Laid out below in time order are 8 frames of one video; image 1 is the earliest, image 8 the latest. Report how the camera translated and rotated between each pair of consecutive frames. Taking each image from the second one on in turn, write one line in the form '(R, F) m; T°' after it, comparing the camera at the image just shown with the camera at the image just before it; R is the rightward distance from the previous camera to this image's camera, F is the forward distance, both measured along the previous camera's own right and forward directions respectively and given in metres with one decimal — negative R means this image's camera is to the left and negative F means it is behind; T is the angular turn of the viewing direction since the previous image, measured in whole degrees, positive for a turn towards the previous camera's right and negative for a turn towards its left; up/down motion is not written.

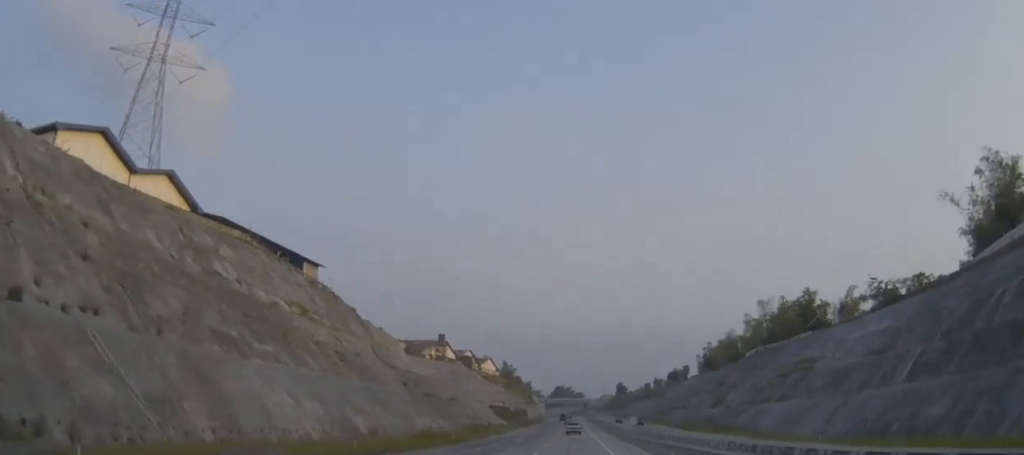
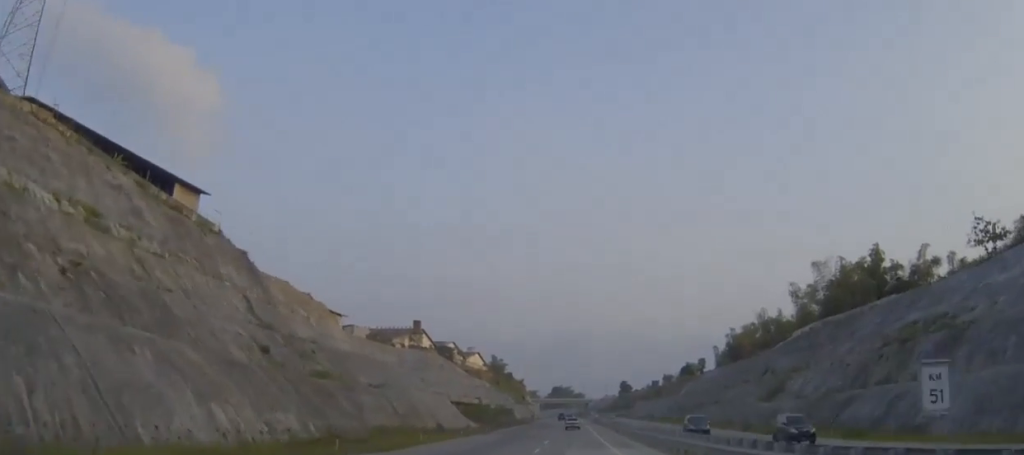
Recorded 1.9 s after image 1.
(0.0, +52.9) m; 0°
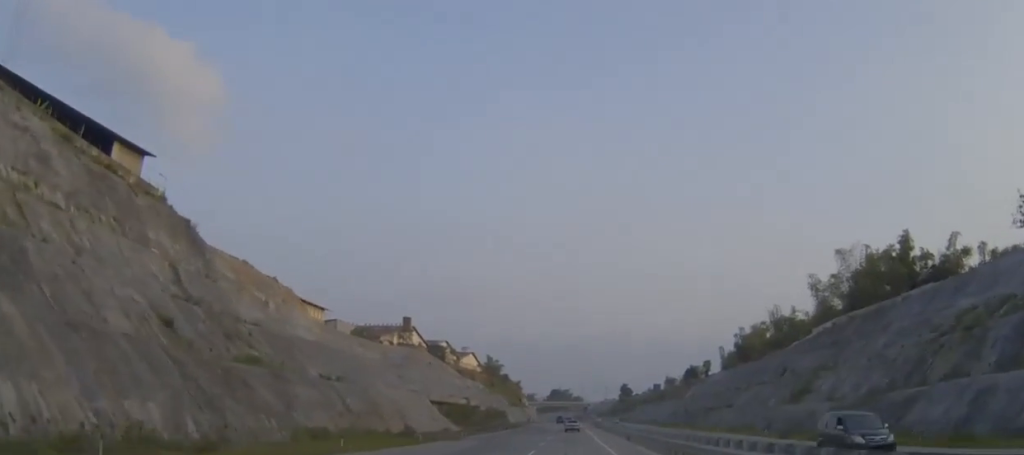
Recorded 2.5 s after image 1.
(+0.1, +16.2) m; 0°
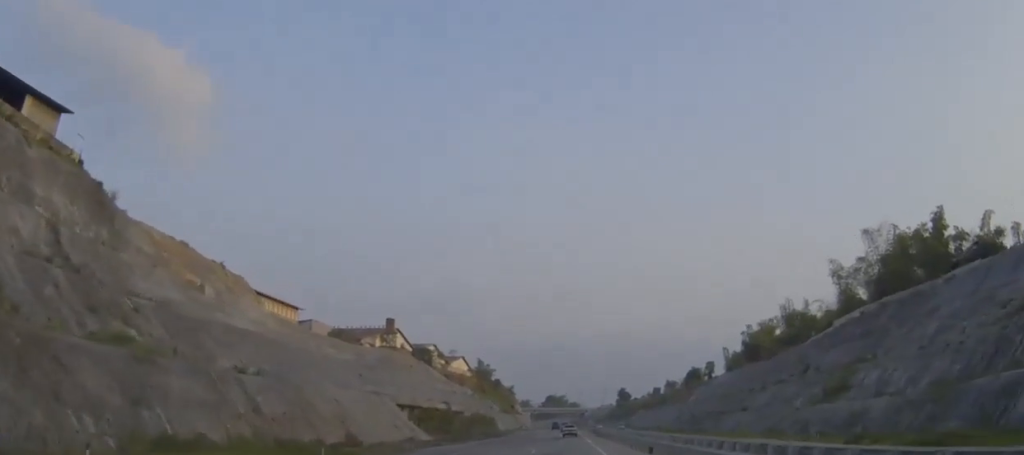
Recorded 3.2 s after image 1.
(+0.1, +18.1) m; 0°
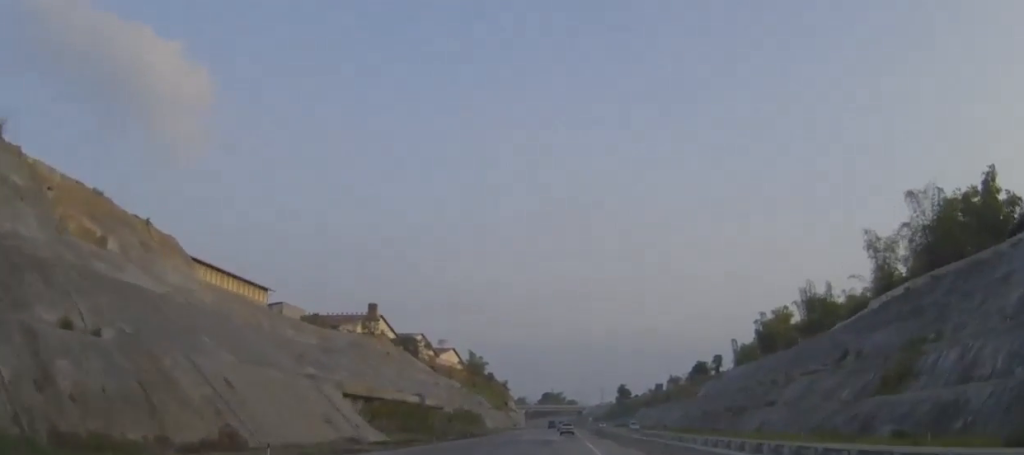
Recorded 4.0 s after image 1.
(0.0, +20.8) m; 0°
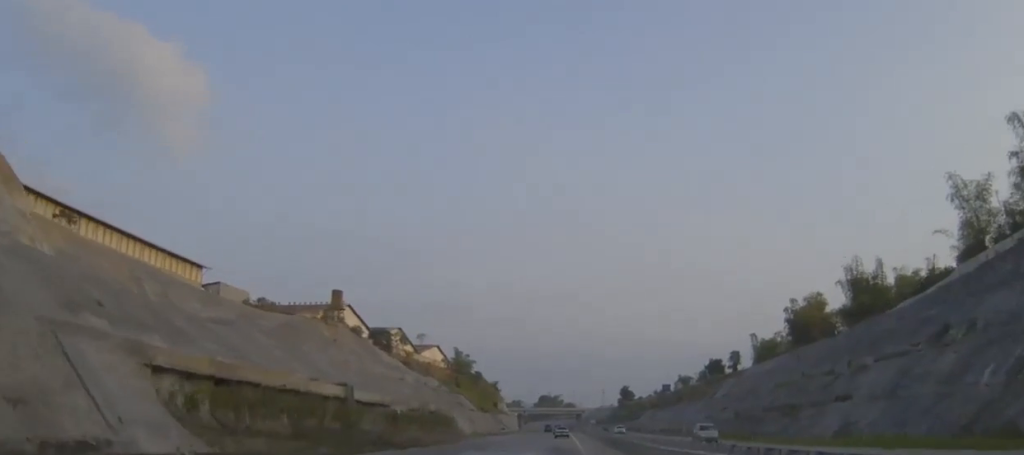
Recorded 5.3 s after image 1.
(+0.3, +35.5) m; 0°
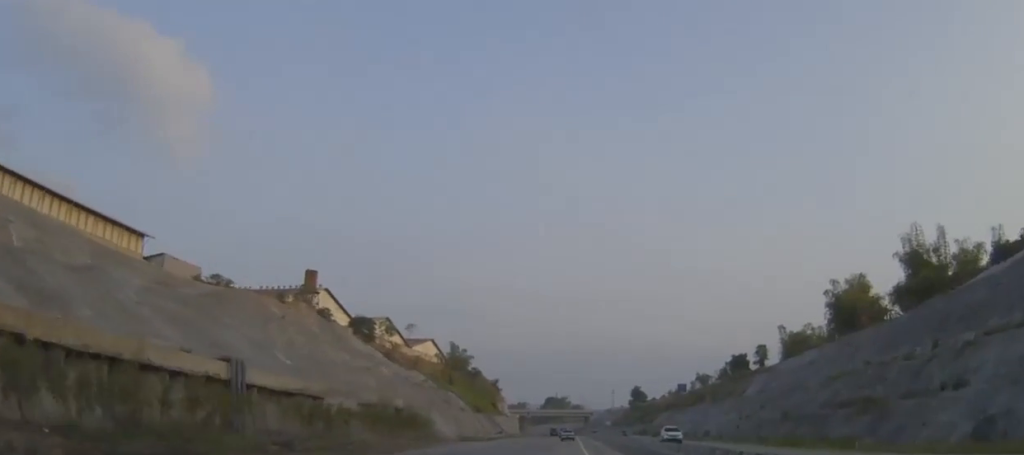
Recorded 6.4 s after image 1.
(-0.2, +27.0) m; -1°
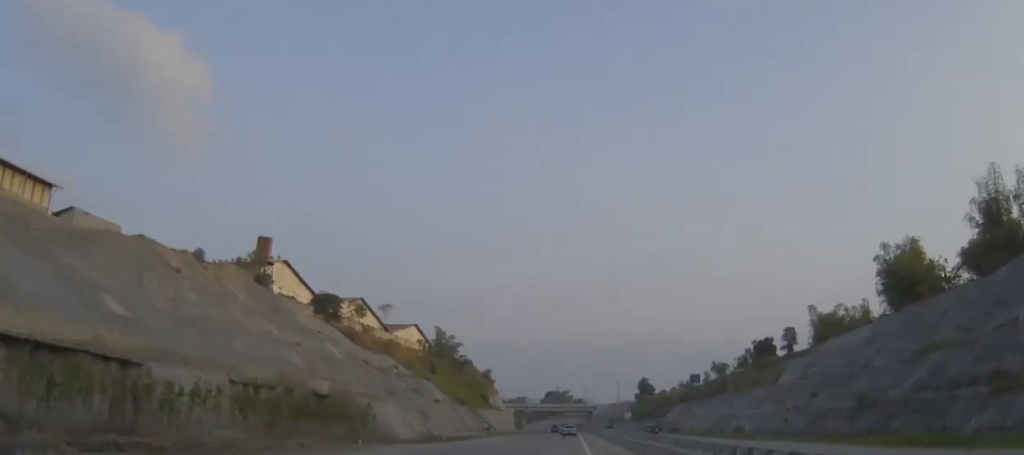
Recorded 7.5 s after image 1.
(-0.1, +29.3) m; 0°
